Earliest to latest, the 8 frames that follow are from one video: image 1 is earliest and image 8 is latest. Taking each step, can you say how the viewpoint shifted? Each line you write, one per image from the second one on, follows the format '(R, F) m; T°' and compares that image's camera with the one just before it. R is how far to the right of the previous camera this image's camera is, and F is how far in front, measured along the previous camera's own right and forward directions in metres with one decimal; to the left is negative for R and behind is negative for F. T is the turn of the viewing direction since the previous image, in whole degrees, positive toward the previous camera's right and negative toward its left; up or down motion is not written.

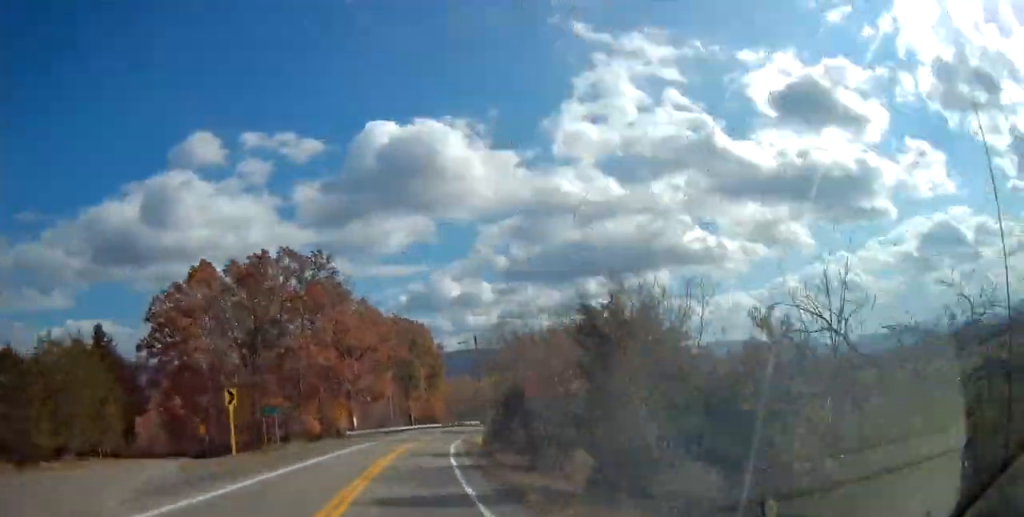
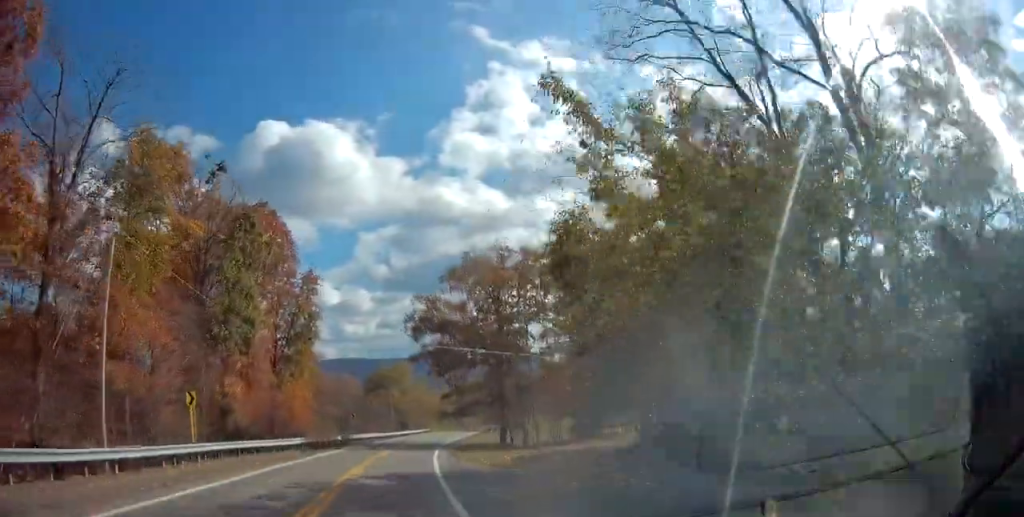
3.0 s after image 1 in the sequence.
(+6.3, +64.0) m; +11°
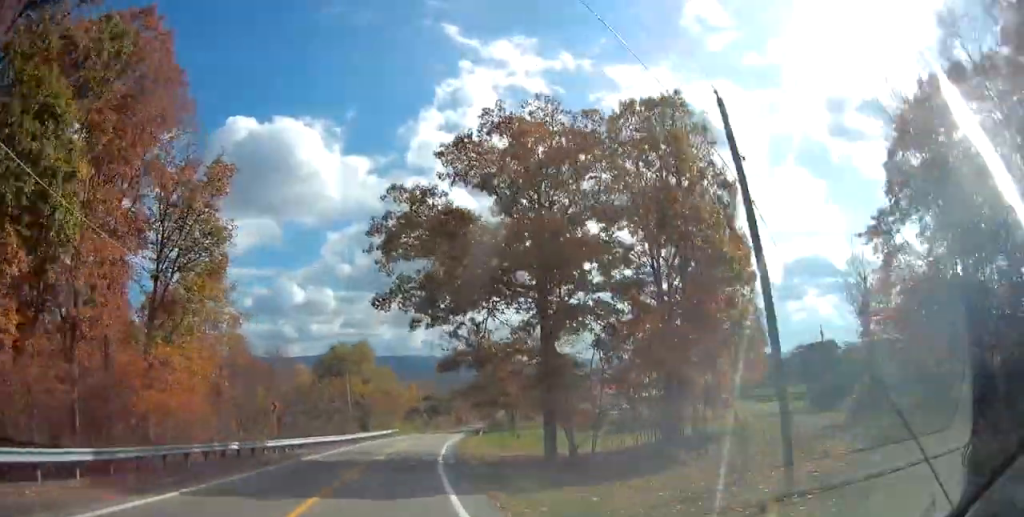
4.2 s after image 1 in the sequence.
(+1.2, +26.3) m; +4°
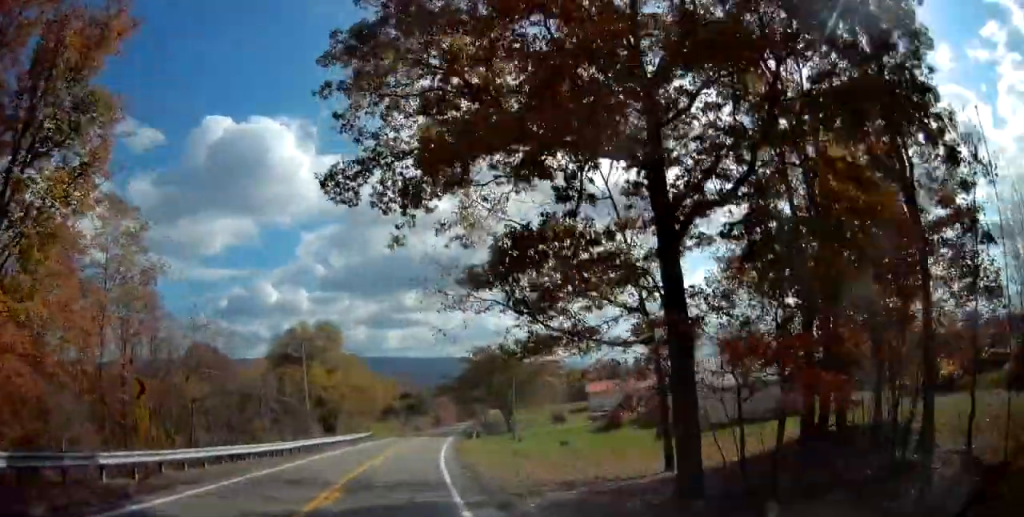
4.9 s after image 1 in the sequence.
(+0.3, +16.3) m; +2°
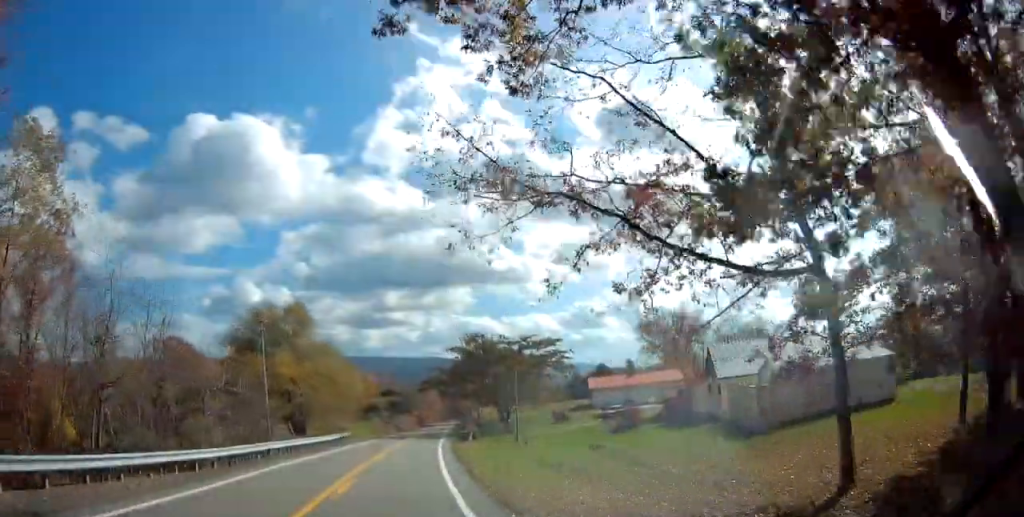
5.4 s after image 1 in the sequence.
(-0.1, +10.5) m; +2°
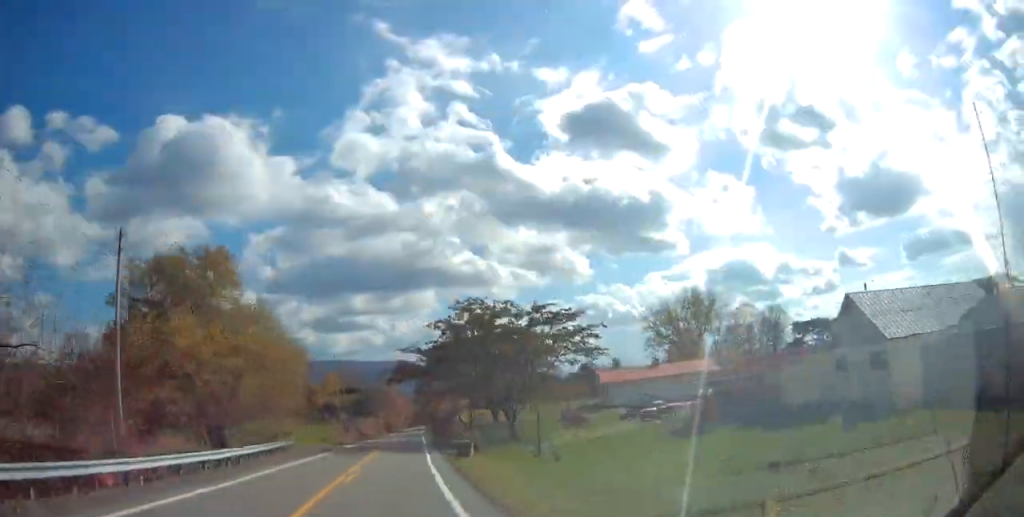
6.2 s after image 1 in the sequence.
(+0.7, +19.7) m; +4°
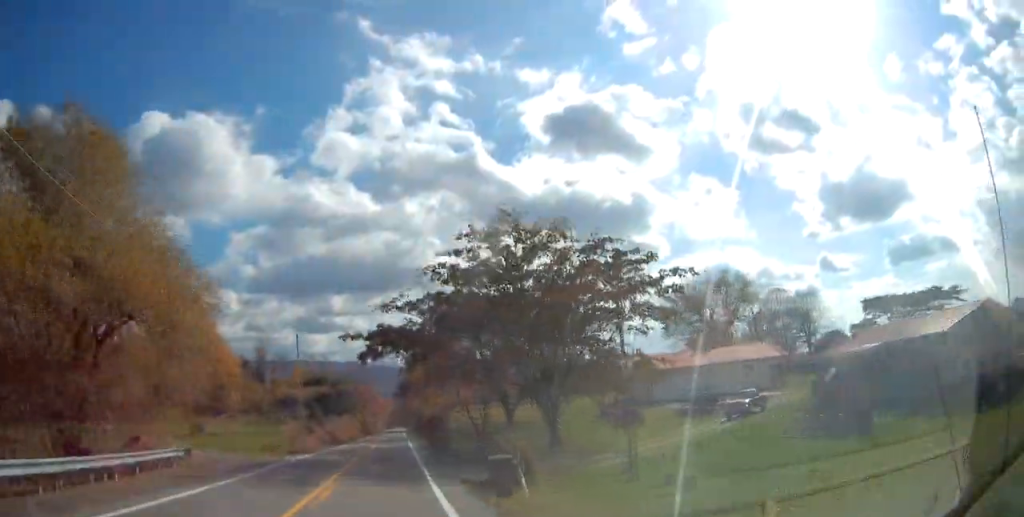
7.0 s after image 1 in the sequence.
(+0.6, +18.4) m; +2°
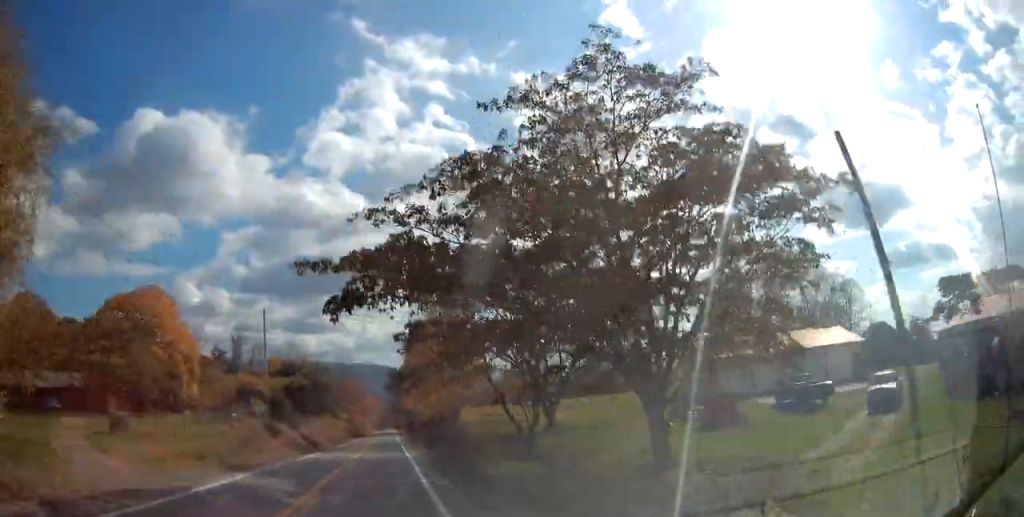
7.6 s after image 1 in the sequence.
(+0.2, +13.9) m; +1°
